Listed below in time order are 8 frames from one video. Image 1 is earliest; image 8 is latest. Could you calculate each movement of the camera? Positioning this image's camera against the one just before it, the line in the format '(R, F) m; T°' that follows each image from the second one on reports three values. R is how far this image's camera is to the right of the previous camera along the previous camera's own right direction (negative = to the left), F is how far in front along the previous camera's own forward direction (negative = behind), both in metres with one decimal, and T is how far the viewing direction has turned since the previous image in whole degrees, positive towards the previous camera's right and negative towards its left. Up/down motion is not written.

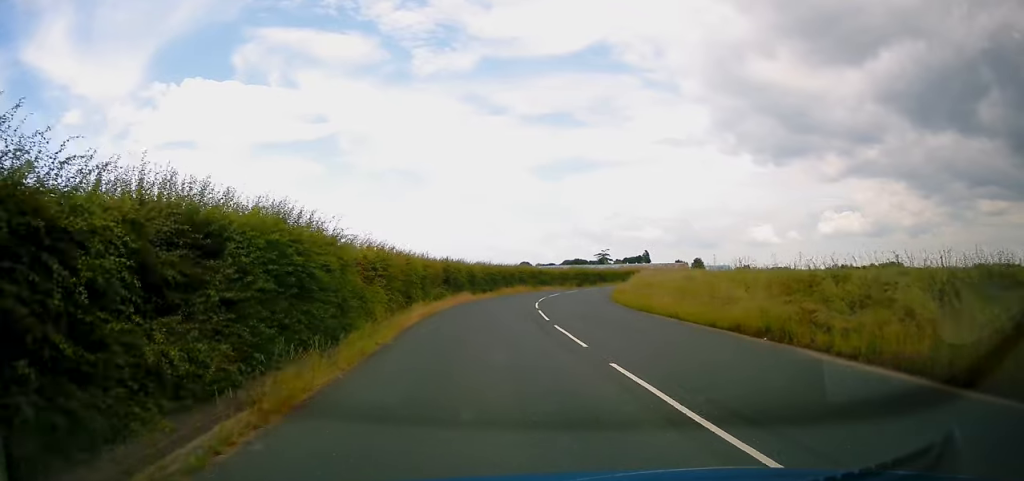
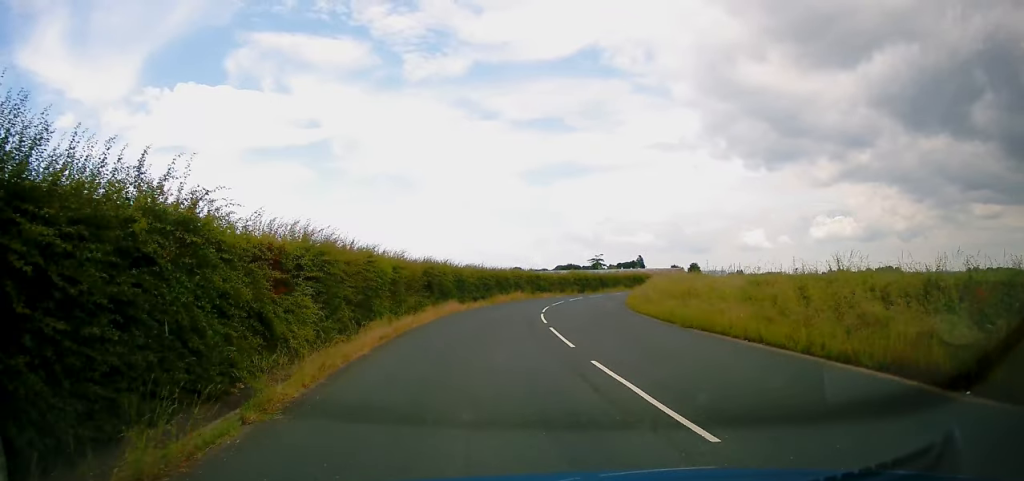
(0.0, +7.1) m; +1°
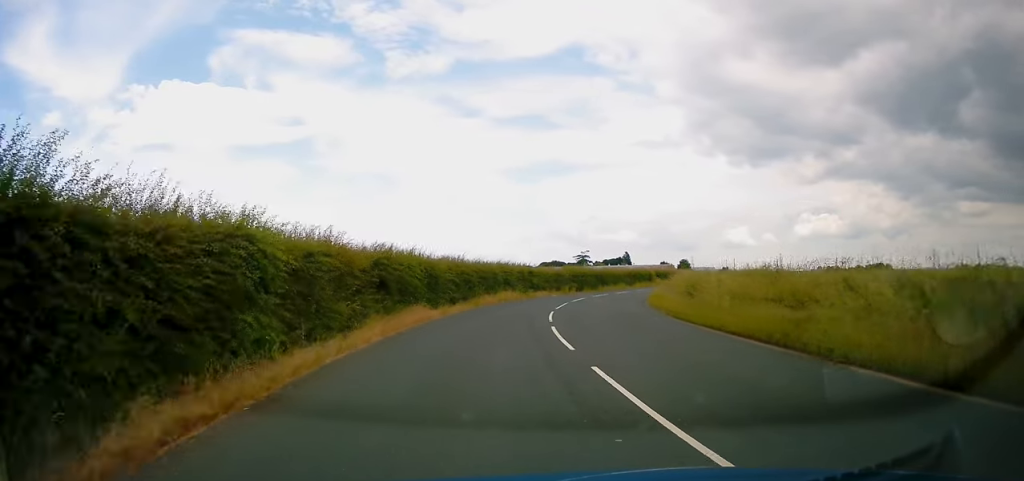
(0.0, +9.7) m; +2°
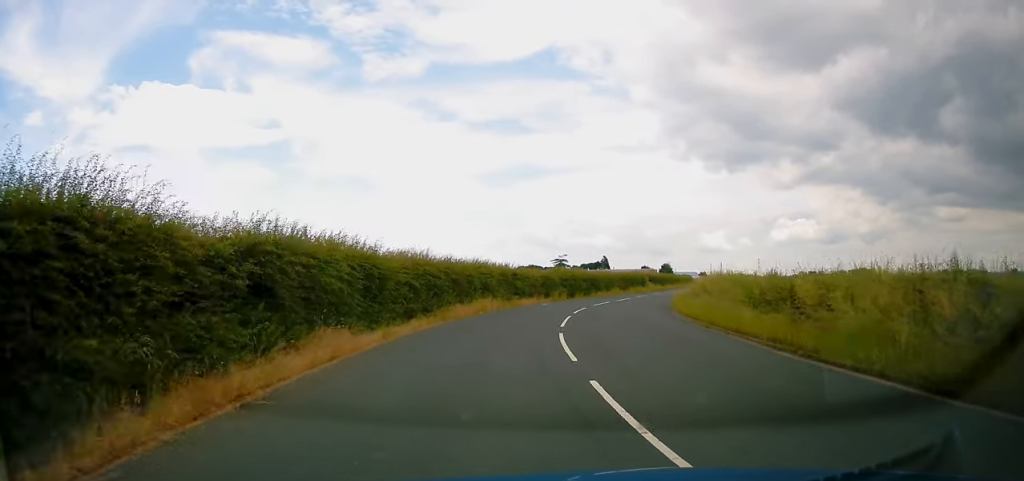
(+0.3, +9.8) m; +4°
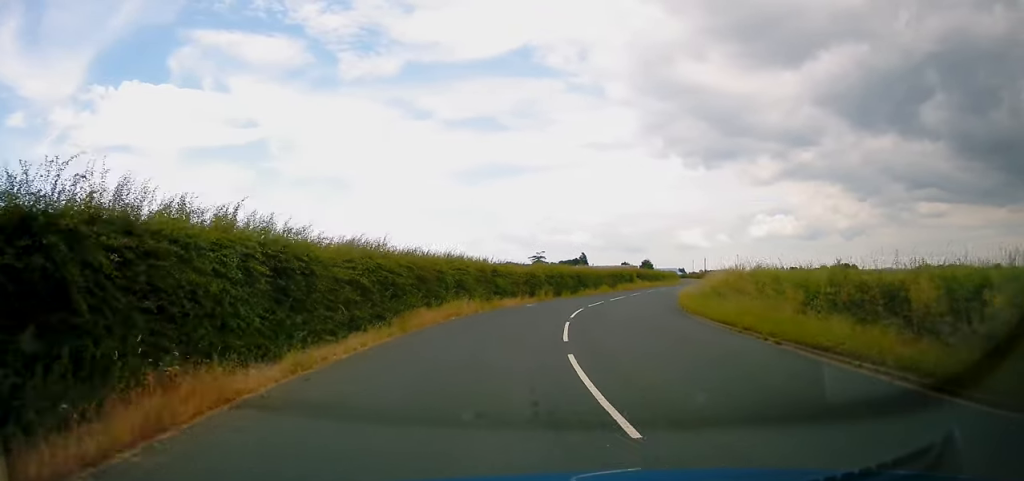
(-0.1, +5.7) m; +3°
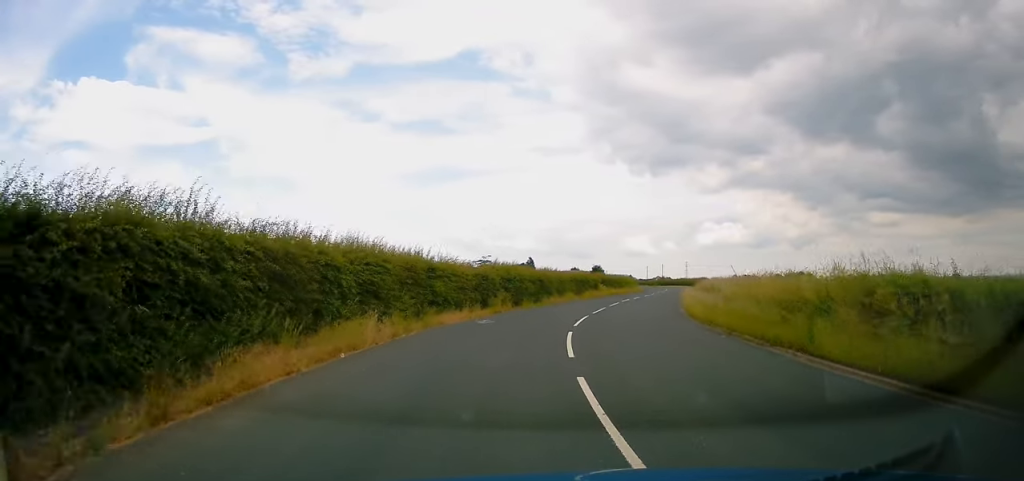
(+0.7, +10.9) m; +6°
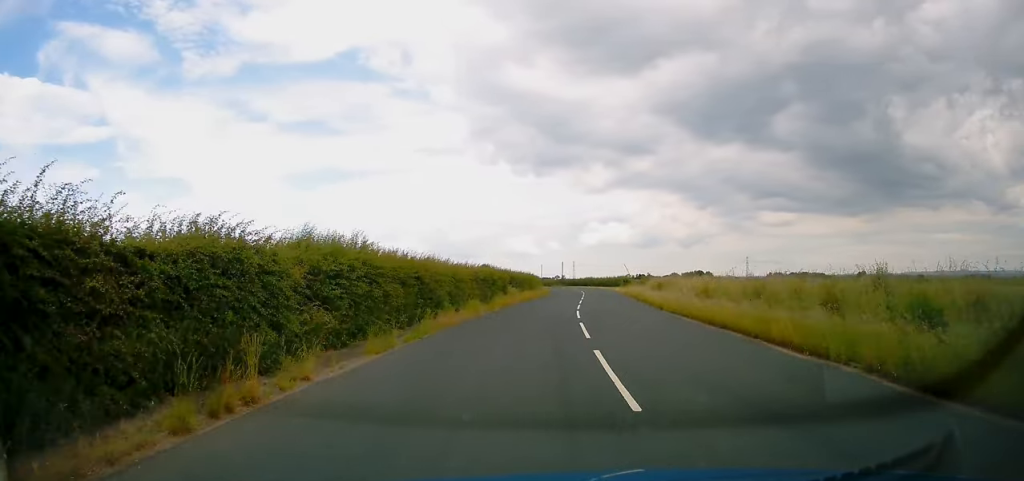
(+2.0, +21.9) m; +9°
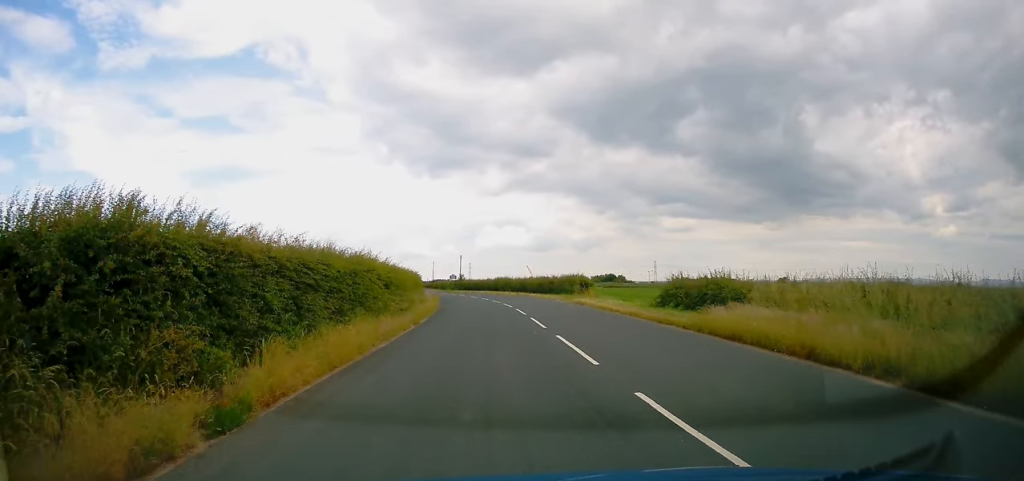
(+5.4, +46.9) m; +9°
